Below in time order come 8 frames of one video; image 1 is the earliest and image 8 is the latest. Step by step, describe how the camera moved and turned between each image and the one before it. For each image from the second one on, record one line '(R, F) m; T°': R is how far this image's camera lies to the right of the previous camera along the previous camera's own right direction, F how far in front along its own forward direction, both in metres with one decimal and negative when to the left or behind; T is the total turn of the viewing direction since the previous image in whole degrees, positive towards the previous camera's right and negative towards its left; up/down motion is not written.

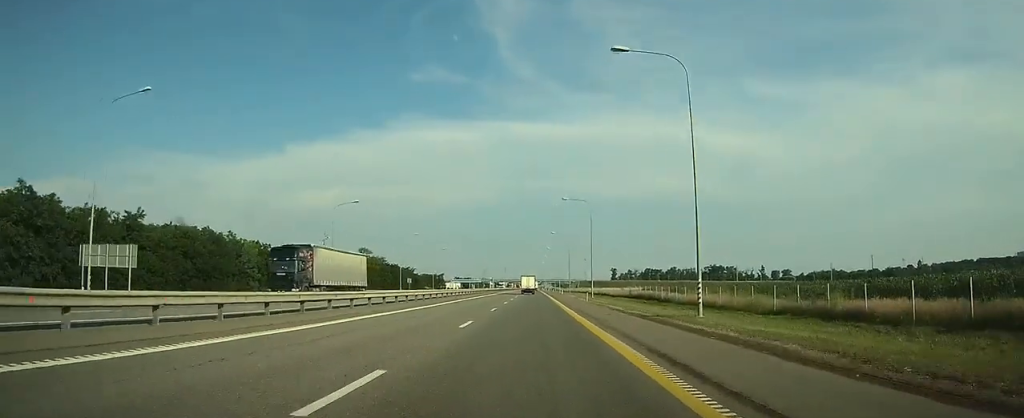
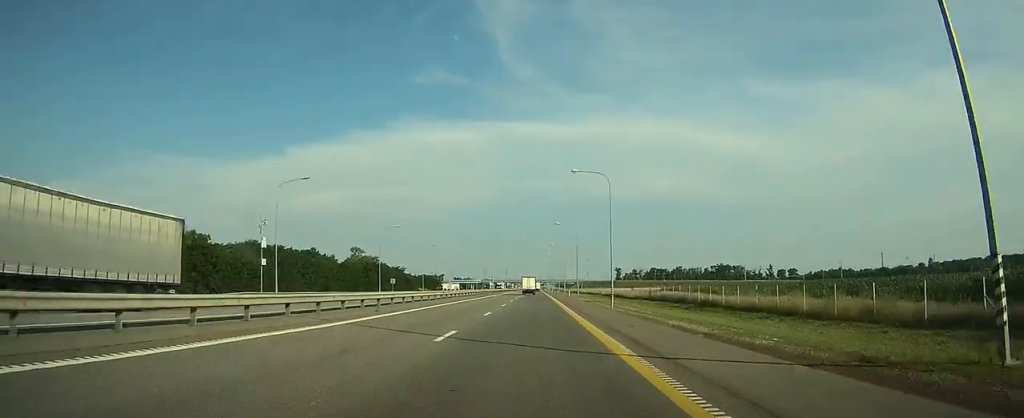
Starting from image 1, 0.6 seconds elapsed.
(0.0, +16.2) m; 0°
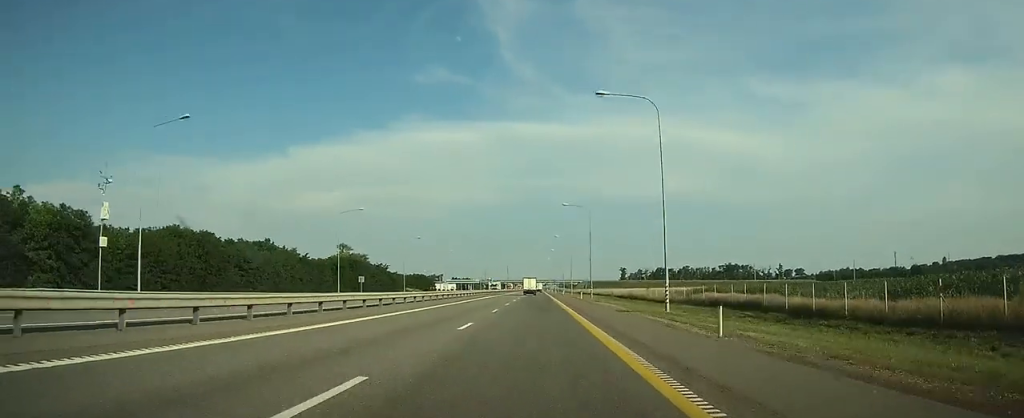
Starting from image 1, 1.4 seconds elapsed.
(0.0, +20.7) m; 0°
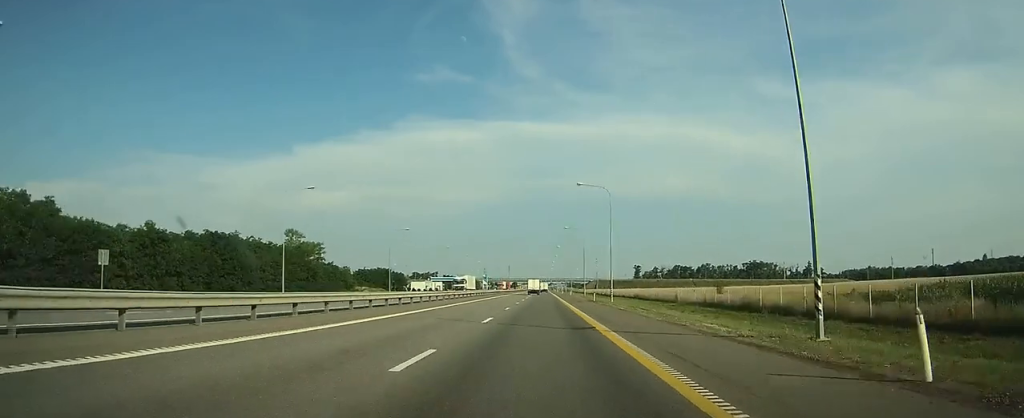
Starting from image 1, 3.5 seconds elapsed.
(-0.1, +56.8) m; 0°
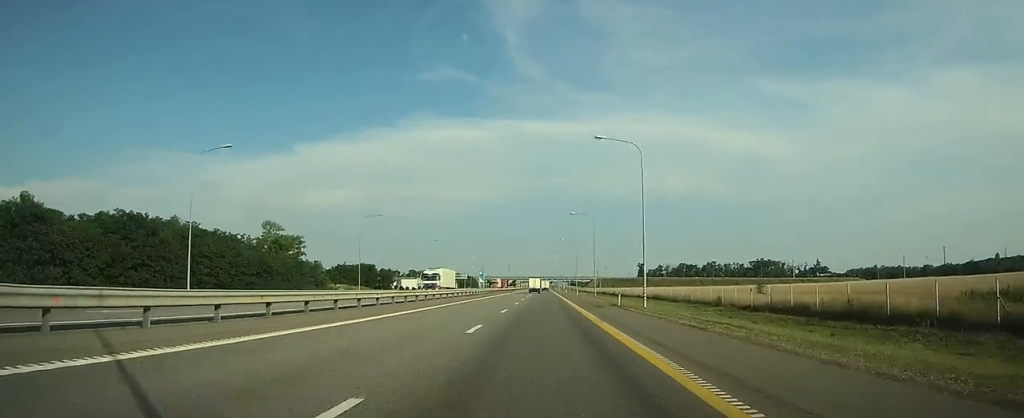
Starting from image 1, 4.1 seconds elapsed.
(0.0, +17.2) m; 0°
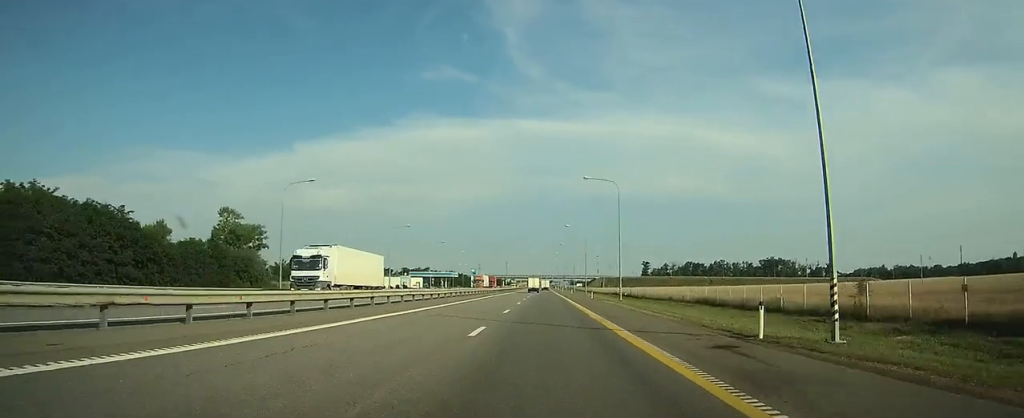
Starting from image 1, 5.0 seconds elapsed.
(0.0, +25.4) m; 0°
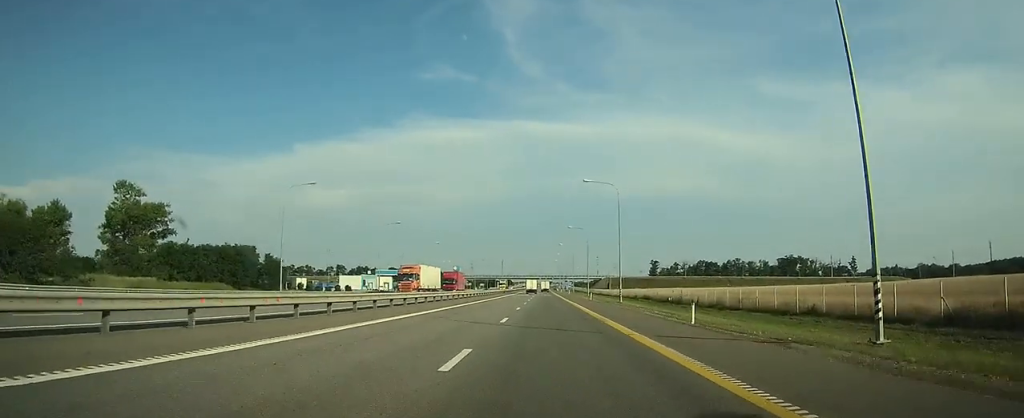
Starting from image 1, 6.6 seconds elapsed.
(-0.2, +42.0) m; 0°
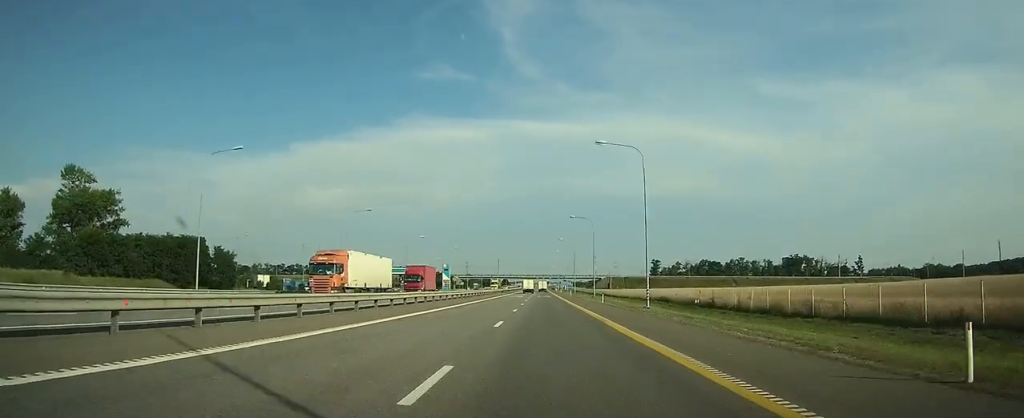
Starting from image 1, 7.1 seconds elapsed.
(0.0, +14.7) m; 0°
